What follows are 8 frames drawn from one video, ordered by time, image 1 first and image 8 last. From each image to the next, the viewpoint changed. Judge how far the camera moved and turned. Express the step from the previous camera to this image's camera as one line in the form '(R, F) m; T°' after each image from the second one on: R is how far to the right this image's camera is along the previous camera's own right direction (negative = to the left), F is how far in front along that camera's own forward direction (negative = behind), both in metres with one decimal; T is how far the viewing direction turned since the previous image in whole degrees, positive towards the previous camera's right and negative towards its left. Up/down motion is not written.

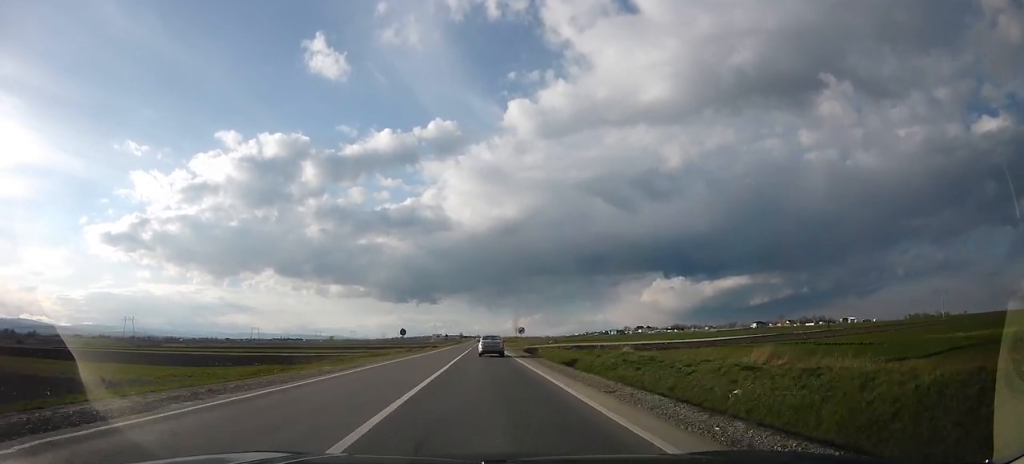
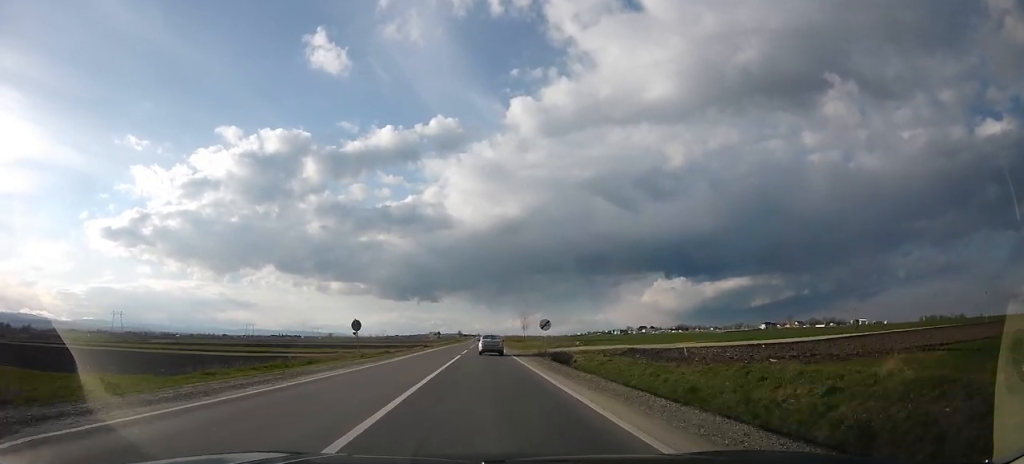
(+0.2, +20.4) m; -1°
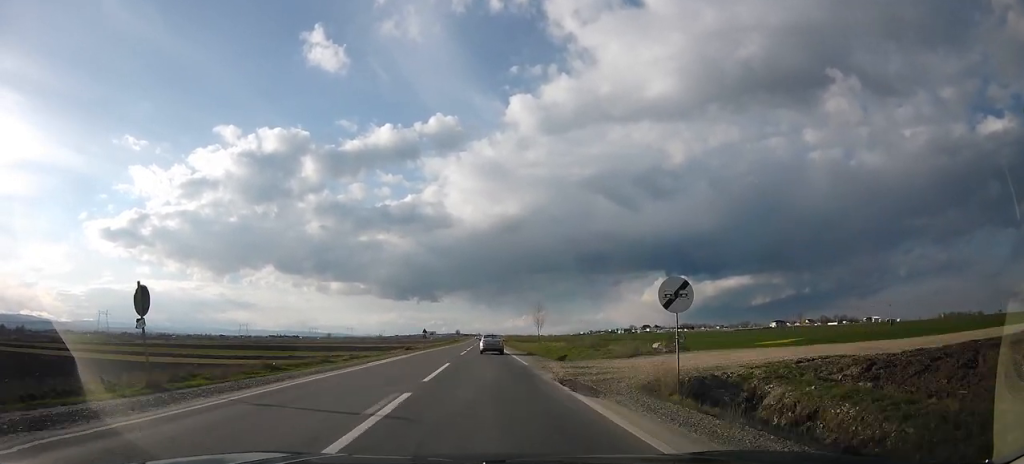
(-0.6, +22.8) m; -1°
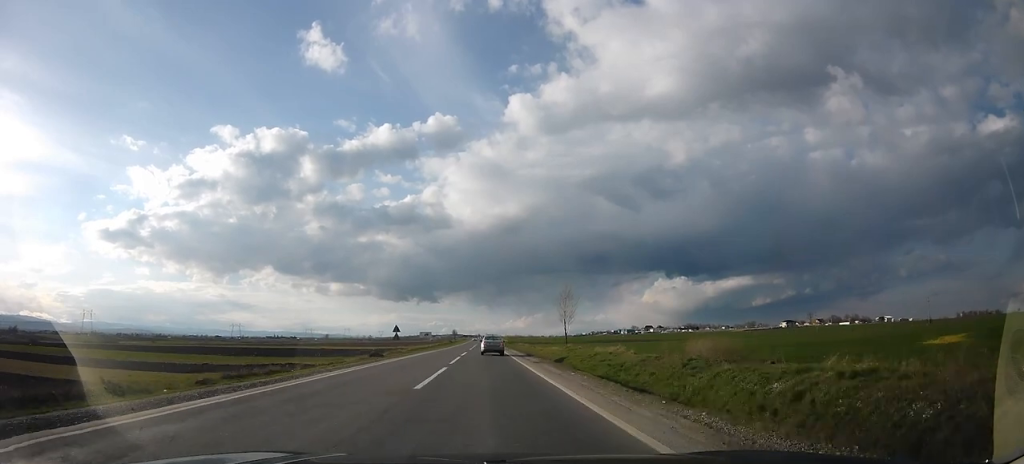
(0.0, +22.1) m; +2°
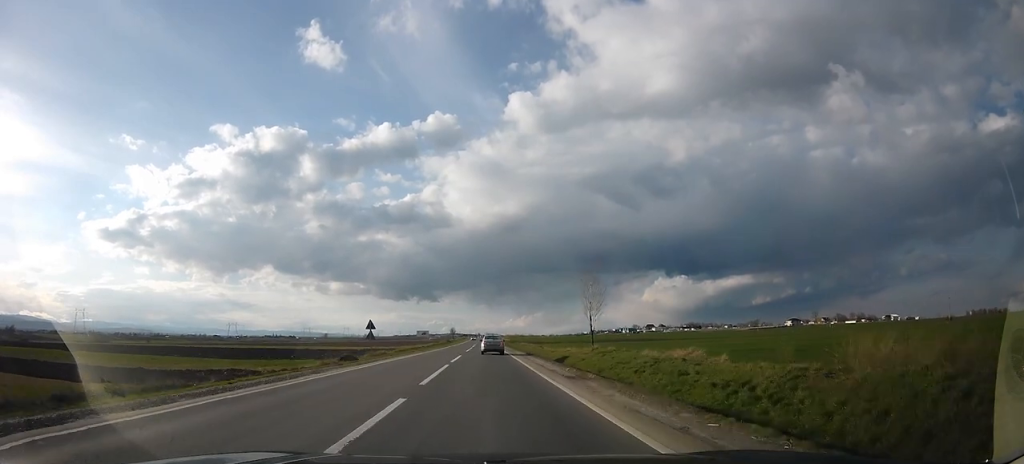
(+0.4, +10.8) m; 0°
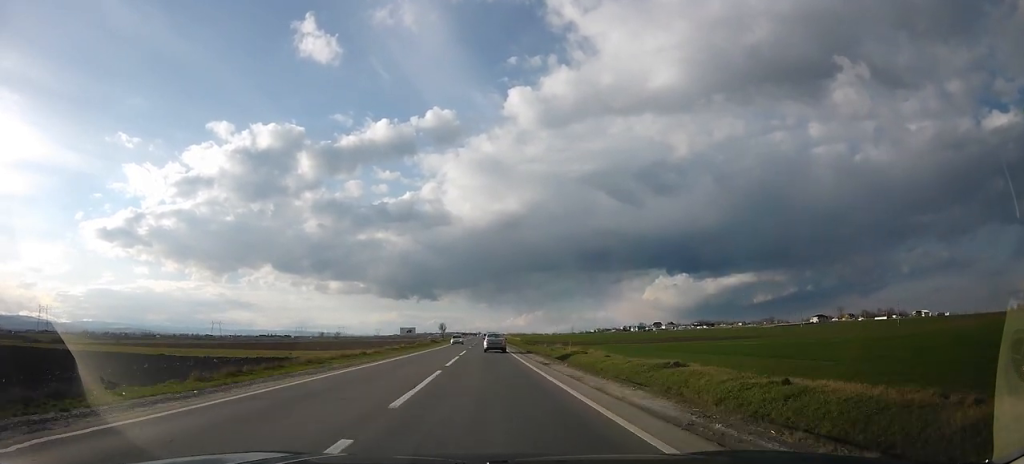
(-0.1, +47.9) m; 0°
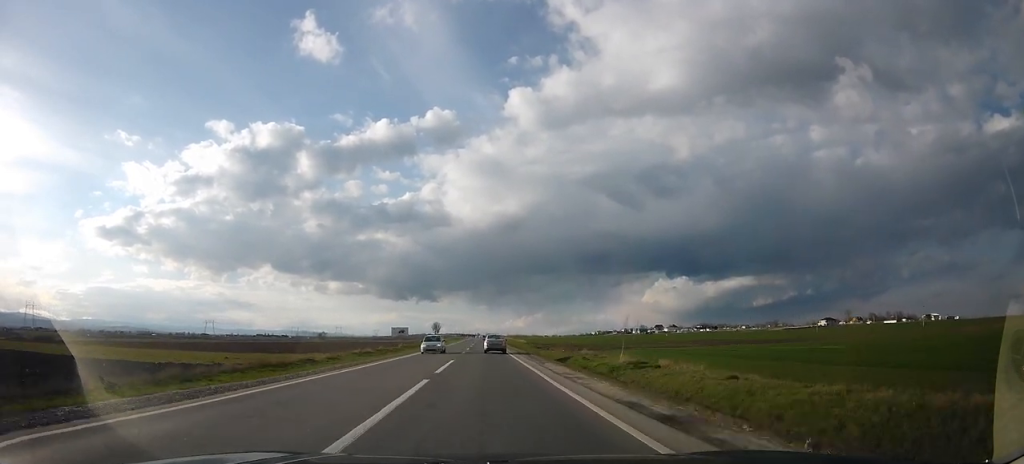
(+0.4, +15.5) m; 0°
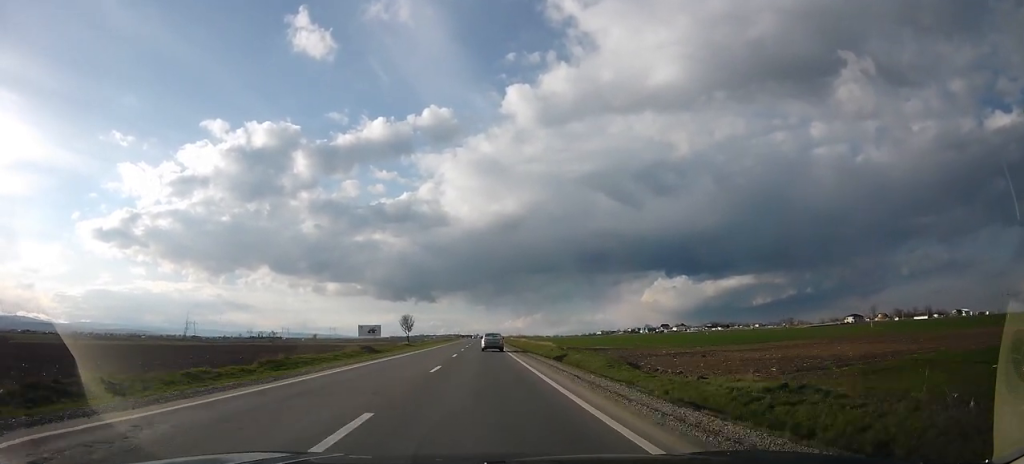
(-0.2, +44.7) m; +1°
